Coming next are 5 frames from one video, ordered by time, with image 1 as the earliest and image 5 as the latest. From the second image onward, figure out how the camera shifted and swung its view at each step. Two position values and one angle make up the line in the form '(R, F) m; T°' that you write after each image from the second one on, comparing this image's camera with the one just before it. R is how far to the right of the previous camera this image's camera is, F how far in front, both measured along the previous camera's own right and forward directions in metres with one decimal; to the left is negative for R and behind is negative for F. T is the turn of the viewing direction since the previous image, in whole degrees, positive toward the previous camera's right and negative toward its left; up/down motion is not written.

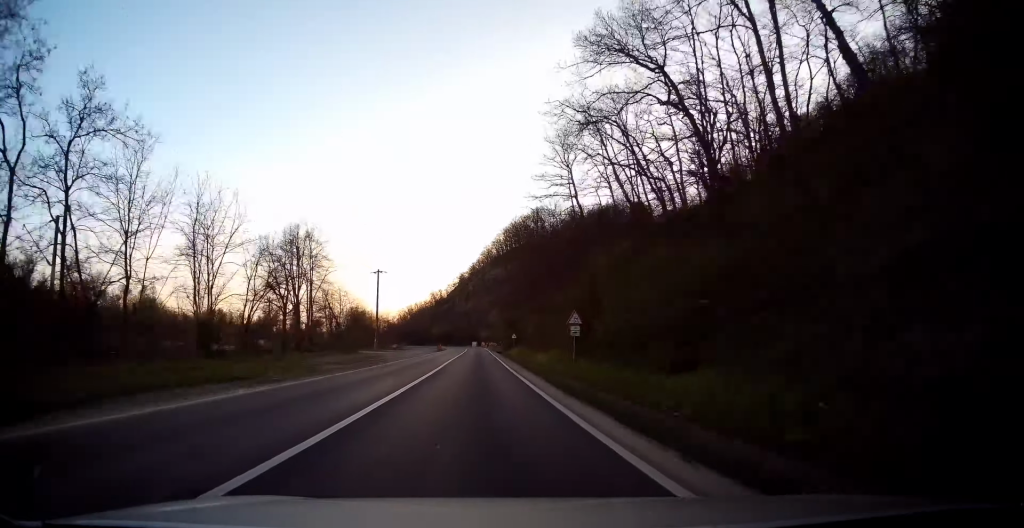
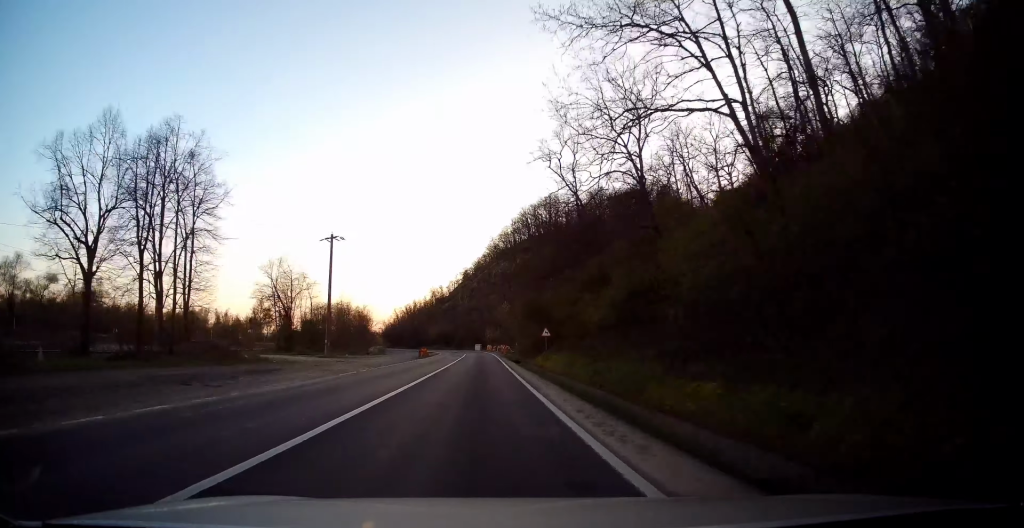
(+0.5, +33.2) m; +1°
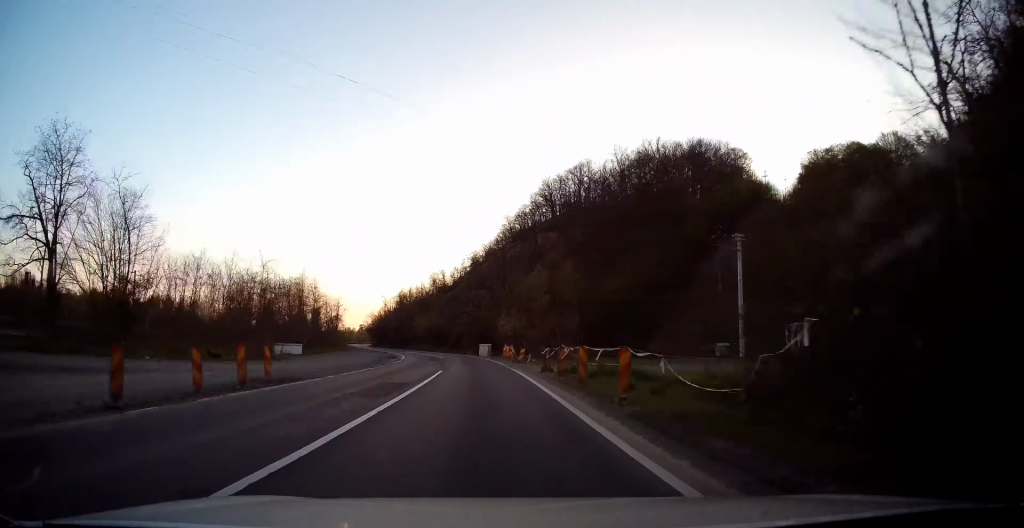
(-1.3, +52.1) m; -3°
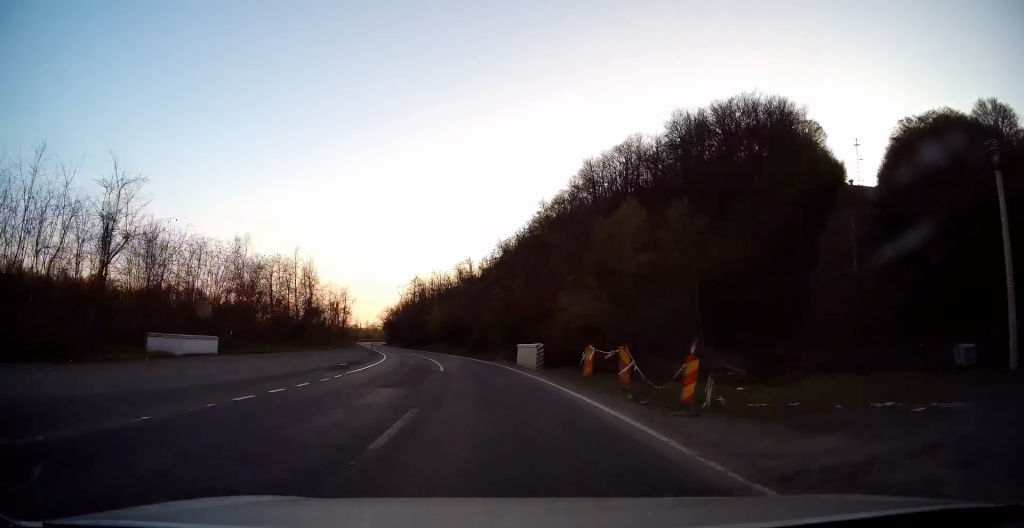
(-0.1, +26.8) m; -2°
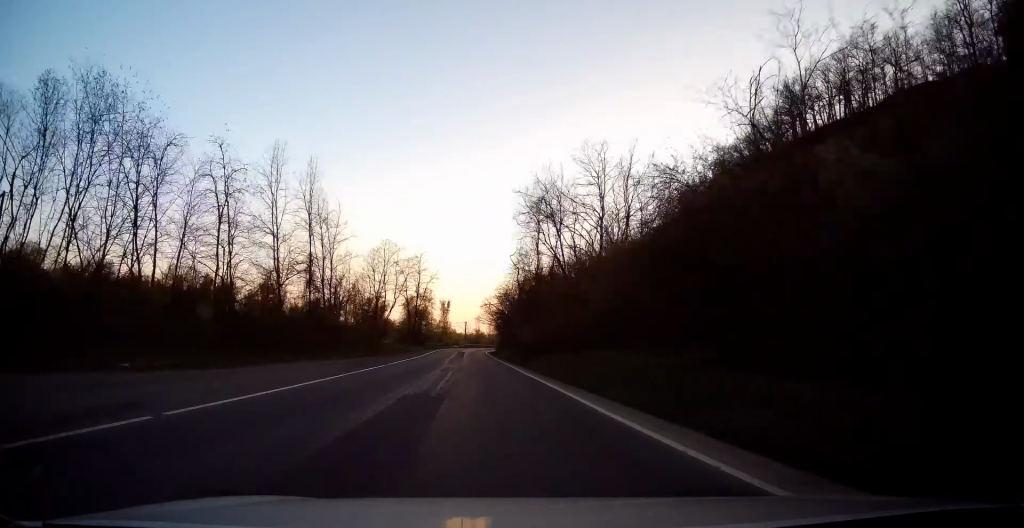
(-6.6, +66.1) m; -13°
